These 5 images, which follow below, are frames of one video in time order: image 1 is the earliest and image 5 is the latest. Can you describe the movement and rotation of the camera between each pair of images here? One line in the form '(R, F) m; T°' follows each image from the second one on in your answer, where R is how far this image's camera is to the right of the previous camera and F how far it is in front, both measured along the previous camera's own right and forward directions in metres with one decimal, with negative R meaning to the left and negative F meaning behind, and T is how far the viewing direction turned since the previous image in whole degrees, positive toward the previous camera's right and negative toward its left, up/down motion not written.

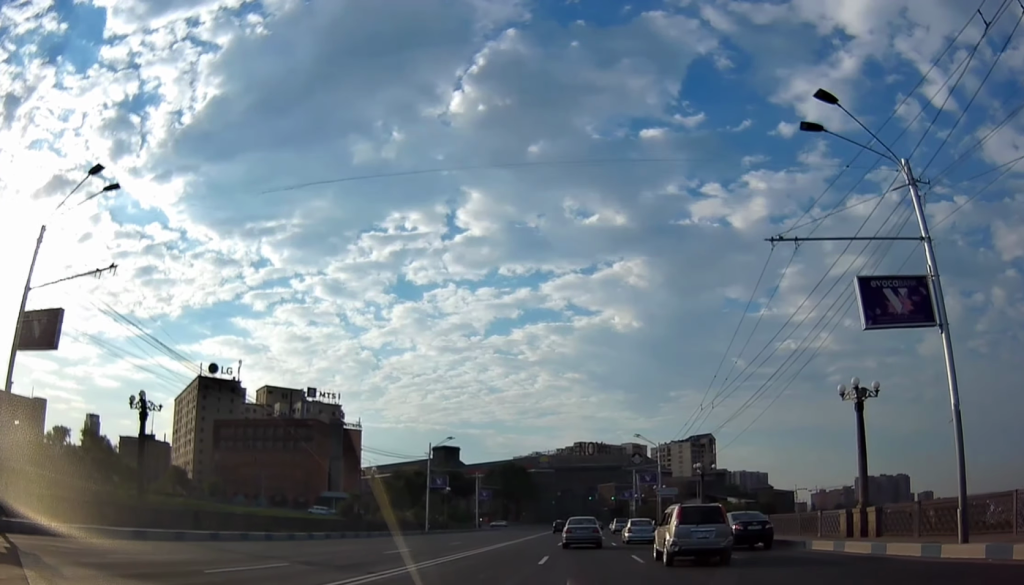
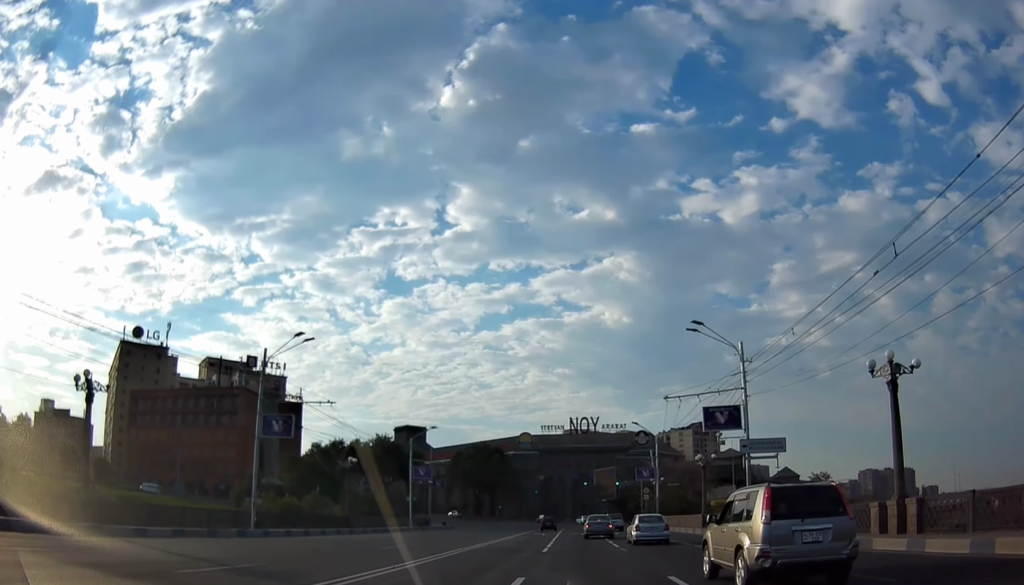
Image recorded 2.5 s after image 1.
(+1.1, +42.2) m; +2°
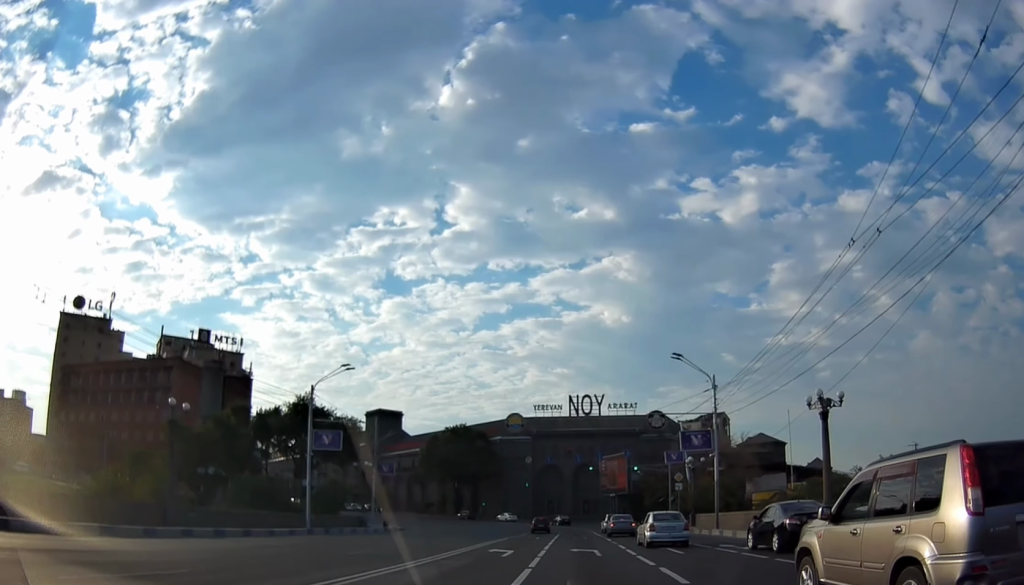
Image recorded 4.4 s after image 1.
(+0.1, +30.4) m; +1°
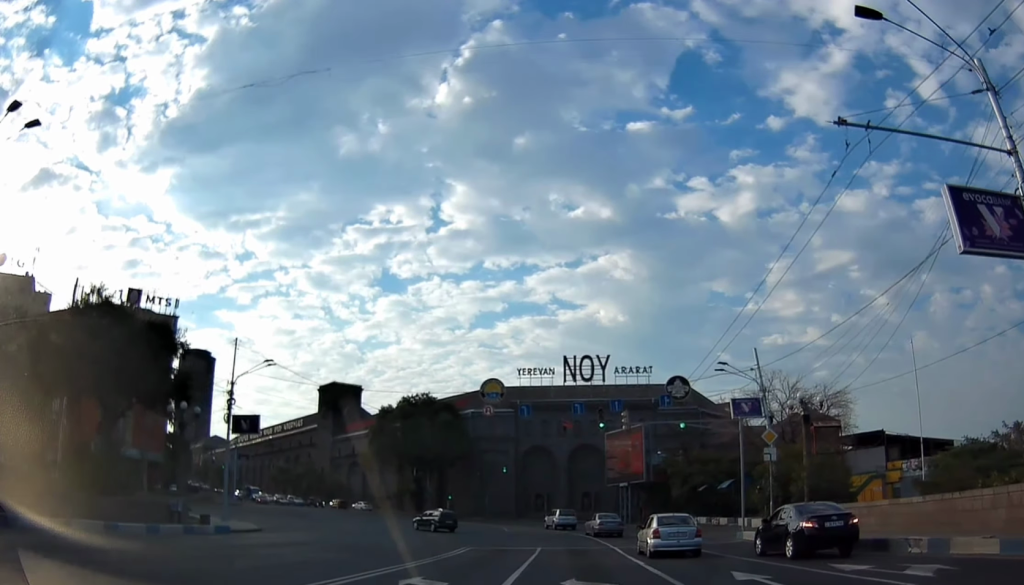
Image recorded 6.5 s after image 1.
(0.0, +32.7) m; 0°
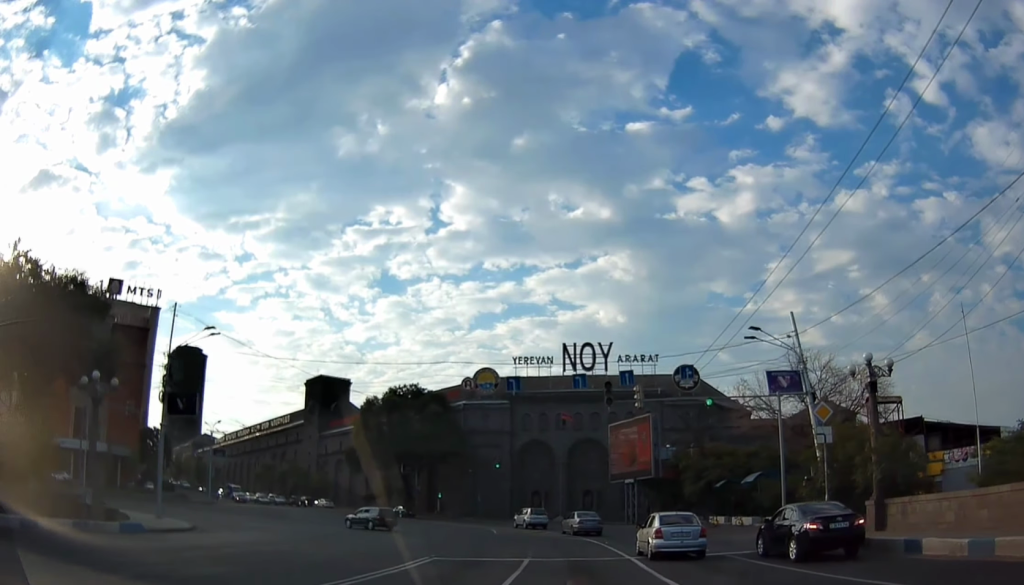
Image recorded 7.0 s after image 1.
(+0.2, +7.9) m; 0°
